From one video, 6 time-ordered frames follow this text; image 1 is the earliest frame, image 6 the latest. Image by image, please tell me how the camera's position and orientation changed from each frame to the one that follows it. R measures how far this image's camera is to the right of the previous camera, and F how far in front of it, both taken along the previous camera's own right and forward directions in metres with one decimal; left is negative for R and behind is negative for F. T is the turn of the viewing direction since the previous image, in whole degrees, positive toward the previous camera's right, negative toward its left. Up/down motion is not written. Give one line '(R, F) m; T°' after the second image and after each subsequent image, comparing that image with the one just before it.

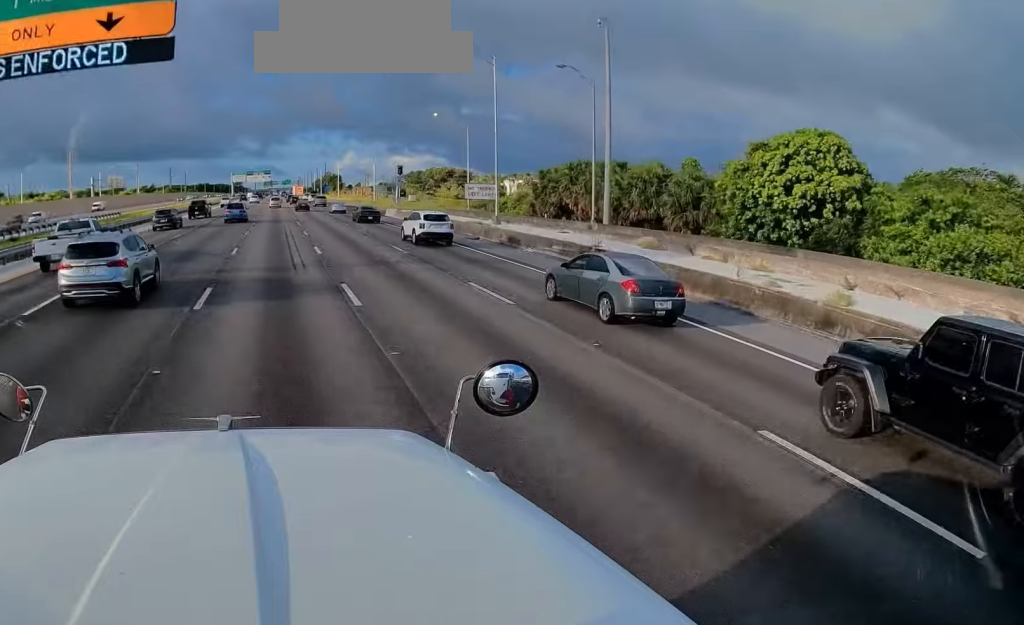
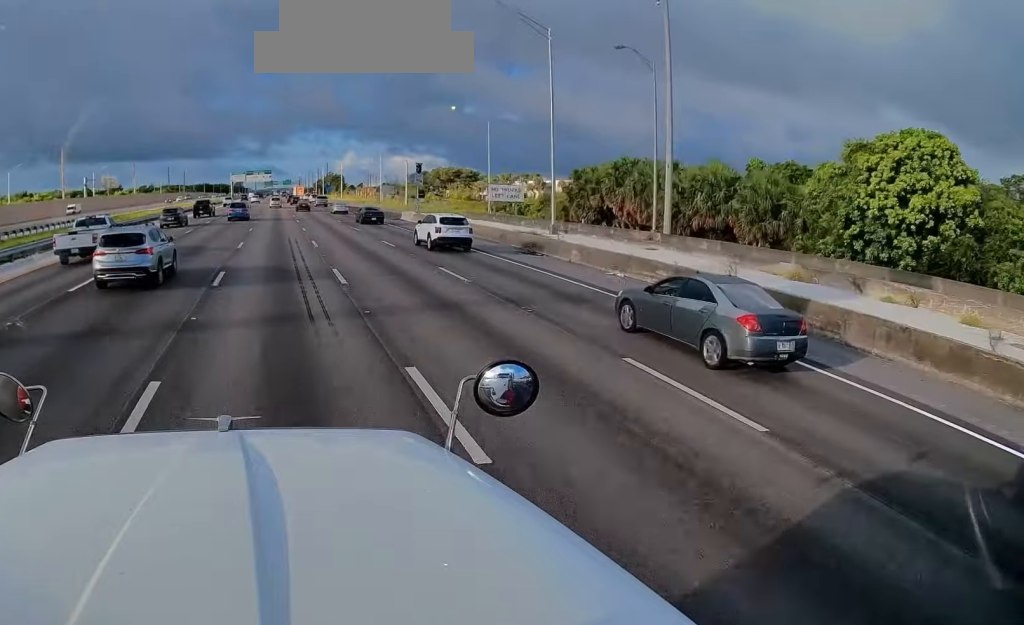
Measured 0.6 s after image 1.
(0.0, +9.1) m; 0°
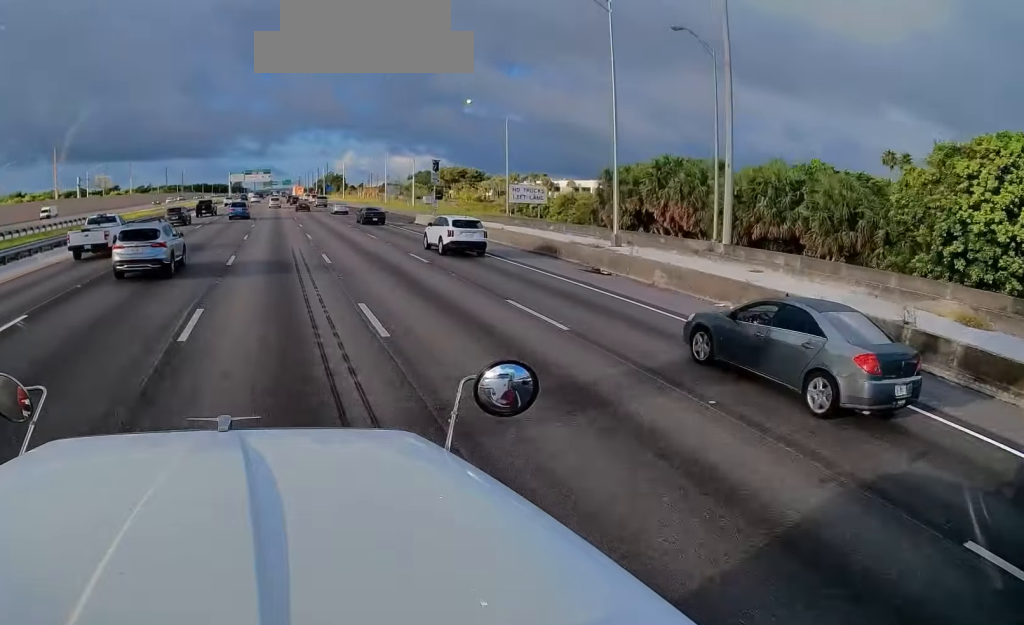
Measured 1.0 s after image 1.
(0.0, +6.5) m; +1°
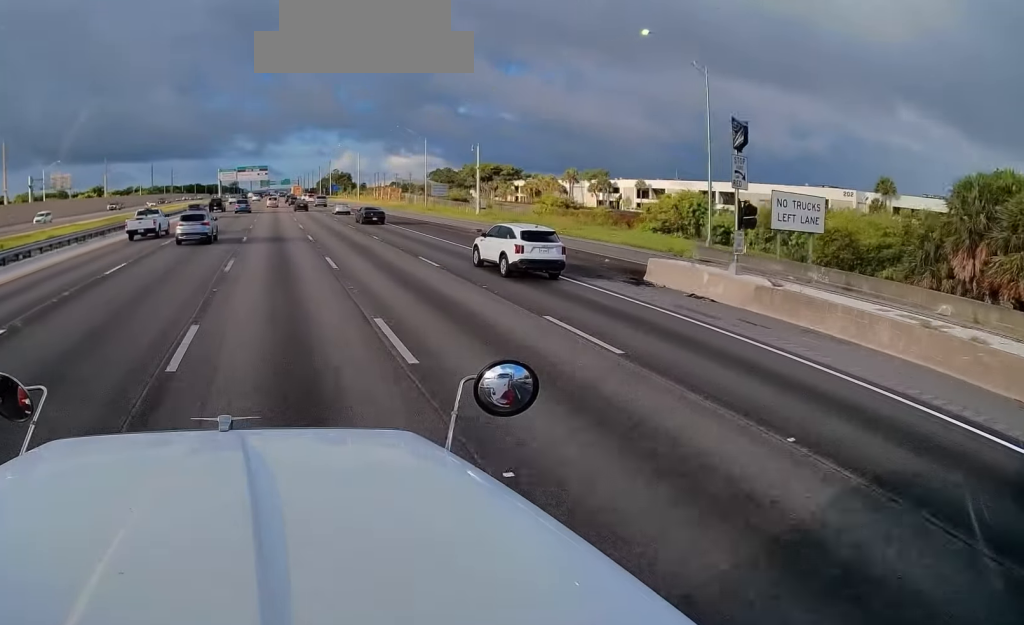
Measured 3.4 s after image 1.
(+0.8, +39.4) m; +1°
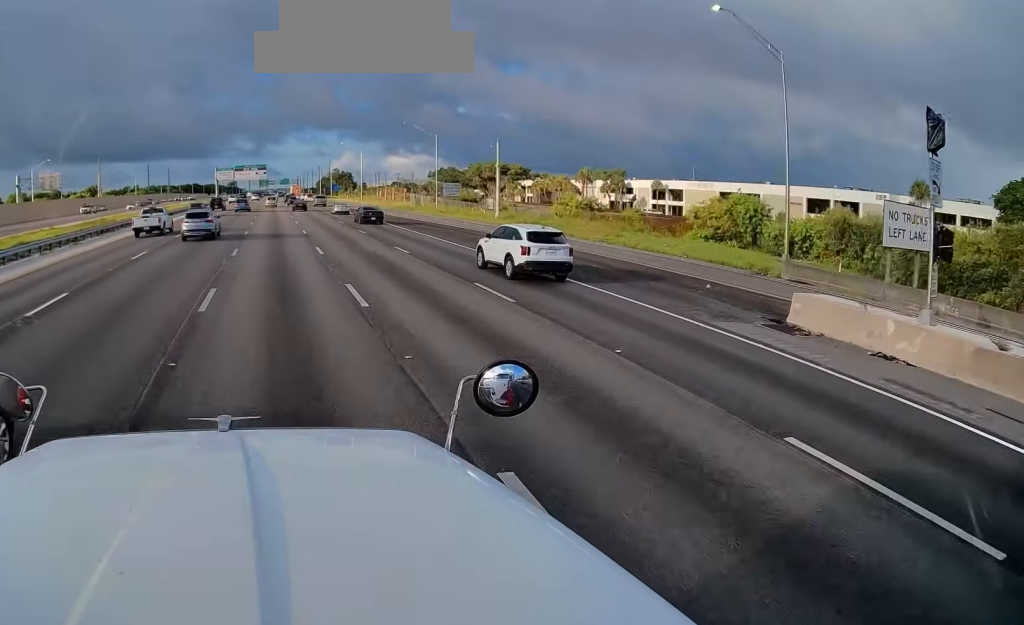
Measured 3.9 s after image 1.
(0.0, +7.7) m; 0°
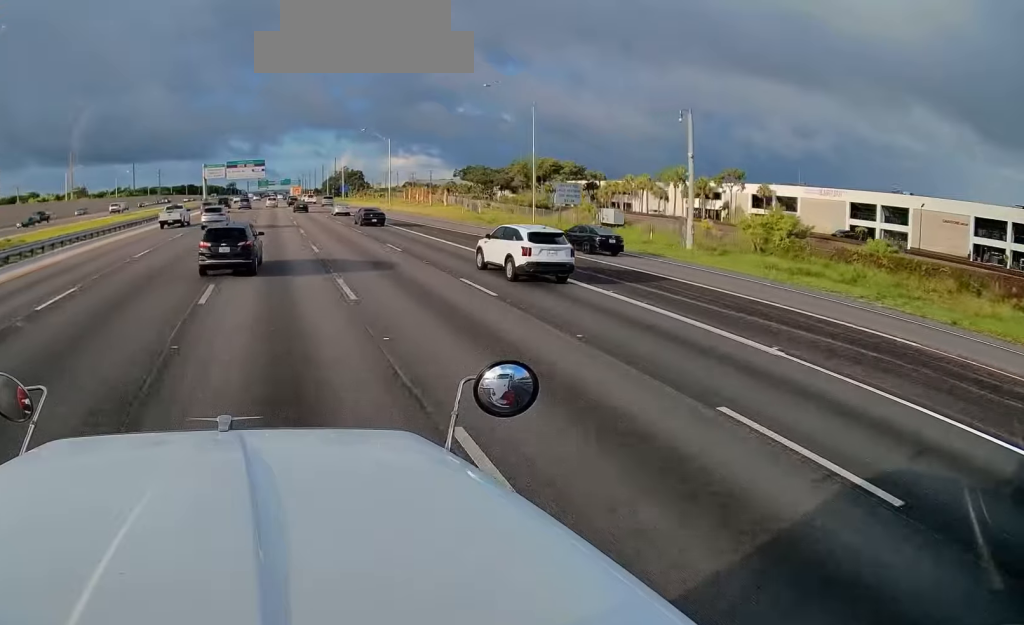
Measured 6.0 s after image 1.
(0.0, +35.9) m; 0°
